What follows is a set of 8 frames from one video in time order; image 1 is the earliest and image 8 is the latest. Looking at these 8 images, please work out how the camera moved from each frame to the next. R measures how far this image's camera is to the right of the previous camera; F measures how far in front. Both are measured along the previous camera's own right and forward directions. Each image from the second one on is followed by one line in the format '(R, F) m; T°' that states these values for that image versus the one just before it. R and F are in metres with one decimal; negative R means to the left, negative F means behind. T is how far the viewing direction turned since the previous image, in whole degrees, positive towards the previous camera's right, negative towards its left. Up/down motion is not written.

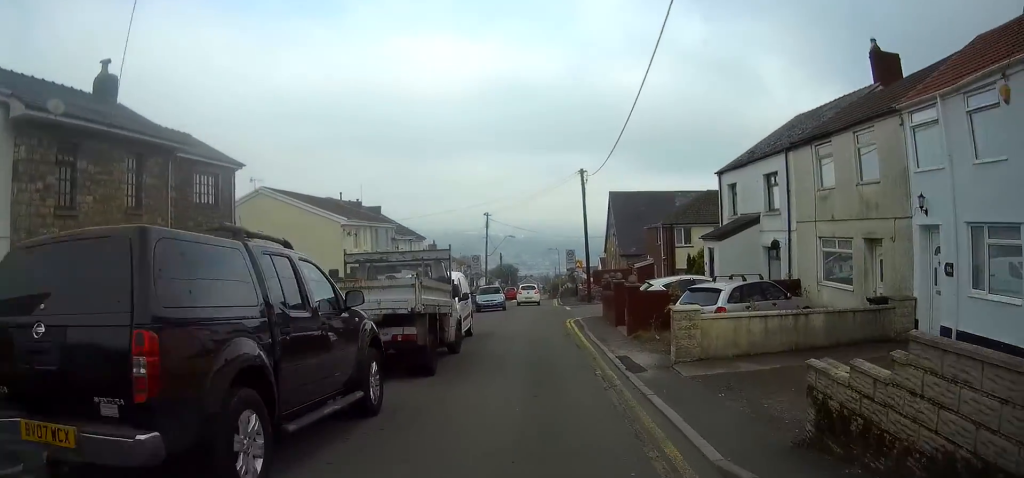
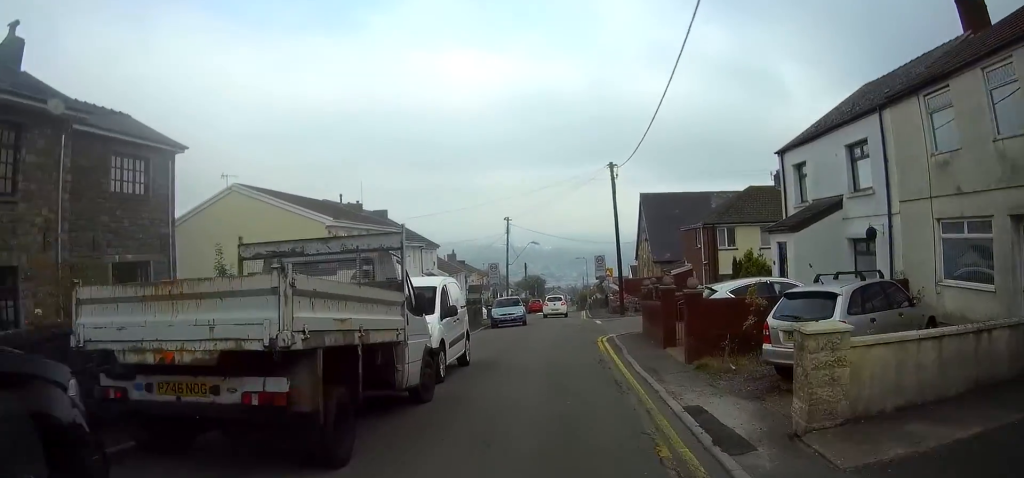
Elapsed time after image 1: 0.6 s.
(-0.6, +5.5) m; -4°
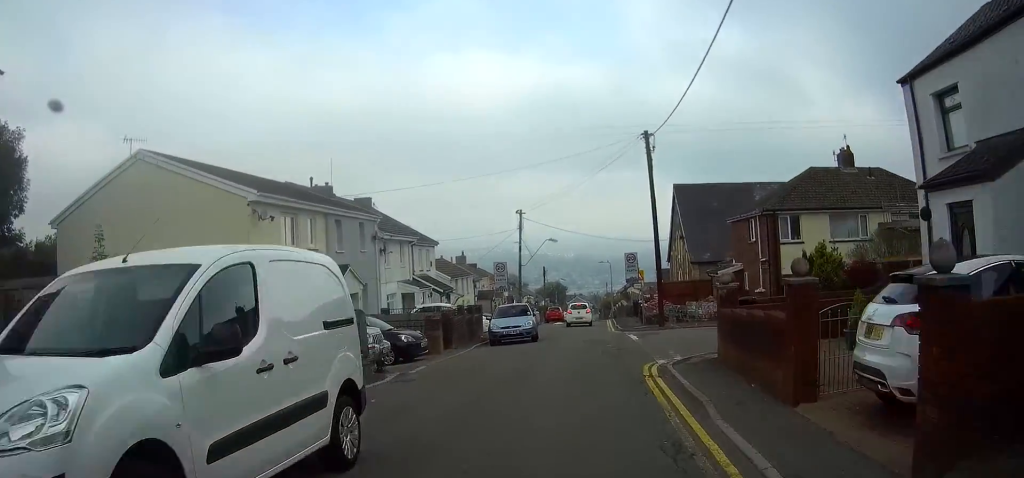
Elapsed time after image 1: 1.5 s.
(0.0, +8.6) m; +1°
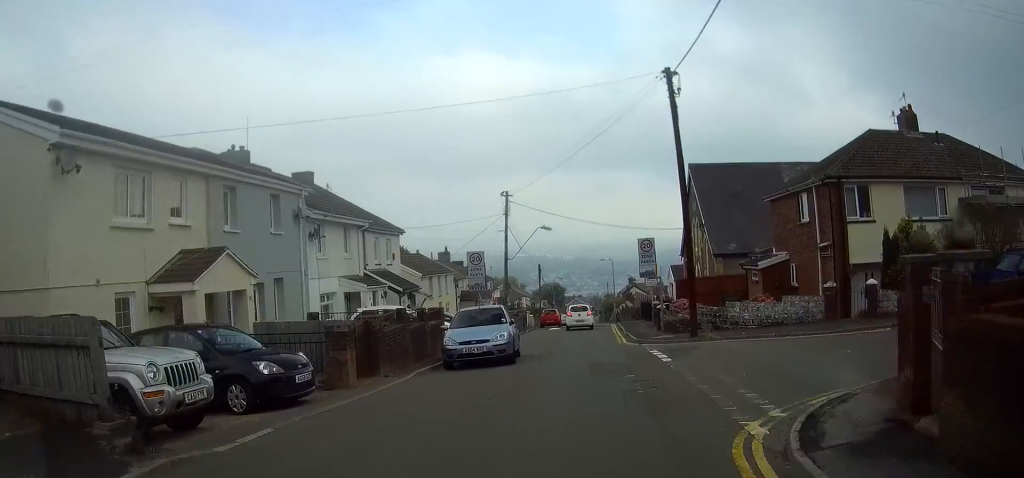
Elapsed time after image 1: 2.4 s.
(+0.2, +8.5) m; +1°
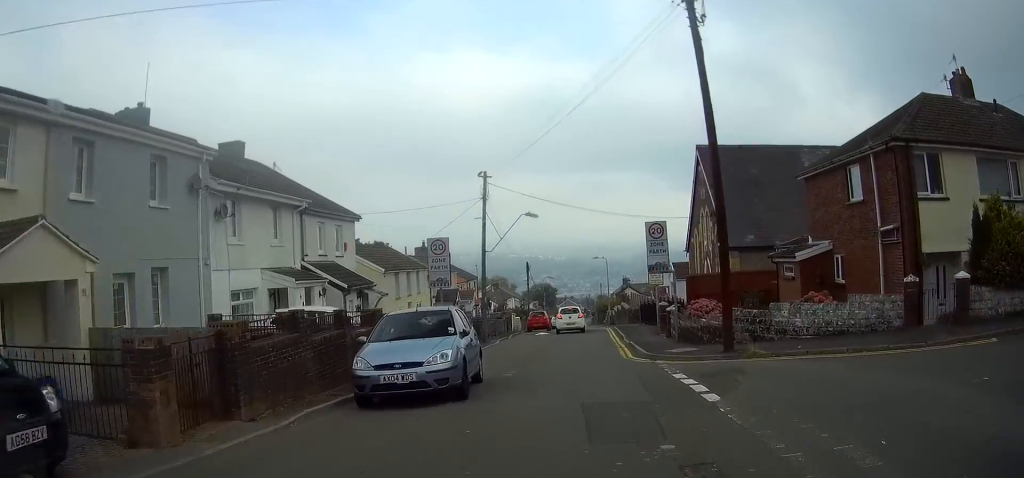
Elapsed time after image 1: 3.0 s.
(0.0, +5.9) m; 0°
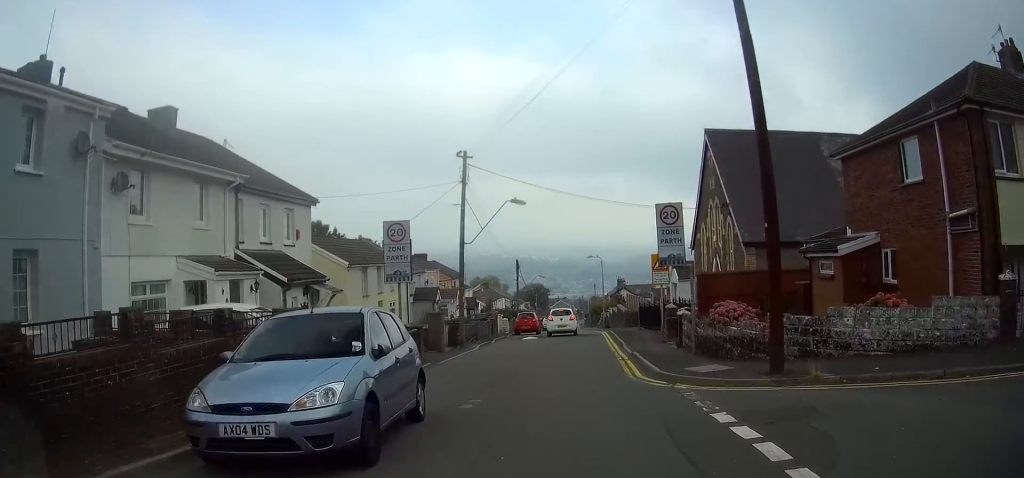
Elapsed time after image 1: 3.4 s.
(-0.1, +4.3) m; 0°
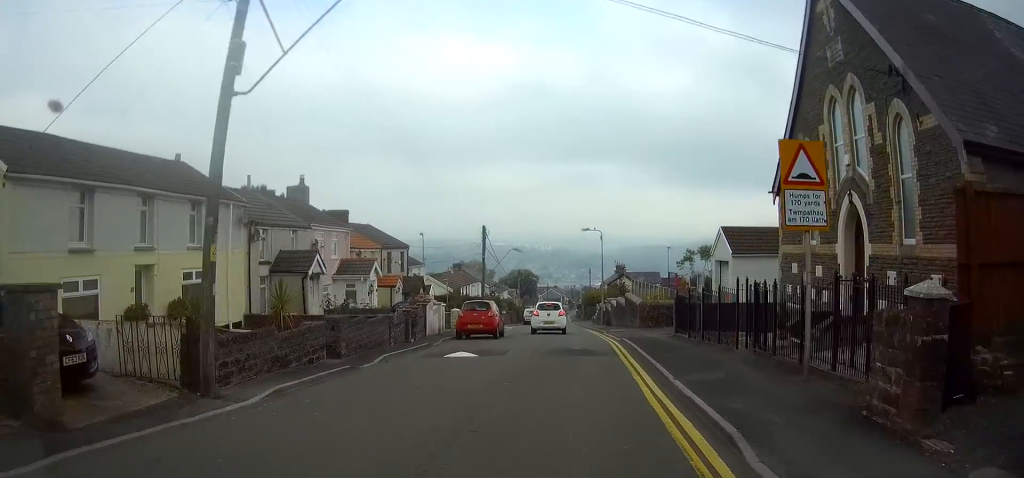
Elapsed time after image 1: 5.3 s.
(0.0, +18.4) m; -1°
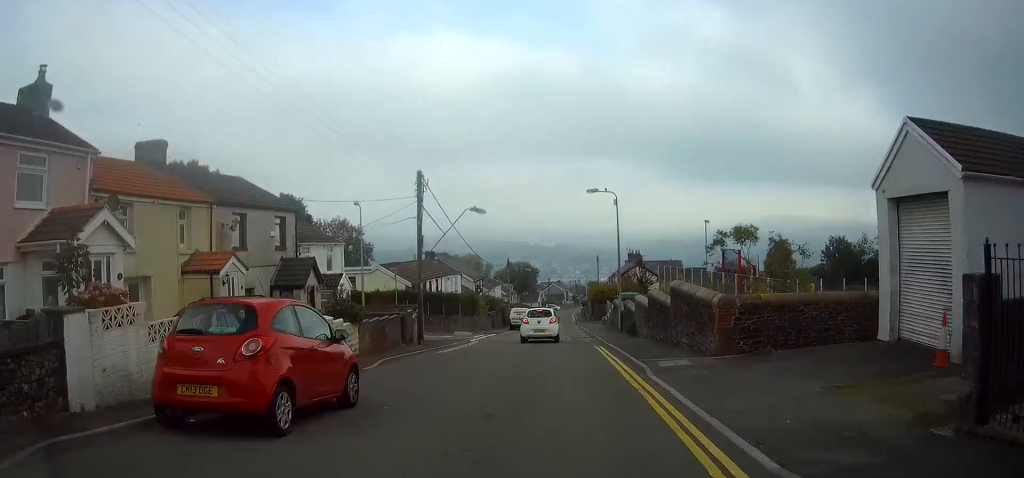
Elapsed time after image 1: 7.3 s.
(-0.4, +17.9) m; -2°
